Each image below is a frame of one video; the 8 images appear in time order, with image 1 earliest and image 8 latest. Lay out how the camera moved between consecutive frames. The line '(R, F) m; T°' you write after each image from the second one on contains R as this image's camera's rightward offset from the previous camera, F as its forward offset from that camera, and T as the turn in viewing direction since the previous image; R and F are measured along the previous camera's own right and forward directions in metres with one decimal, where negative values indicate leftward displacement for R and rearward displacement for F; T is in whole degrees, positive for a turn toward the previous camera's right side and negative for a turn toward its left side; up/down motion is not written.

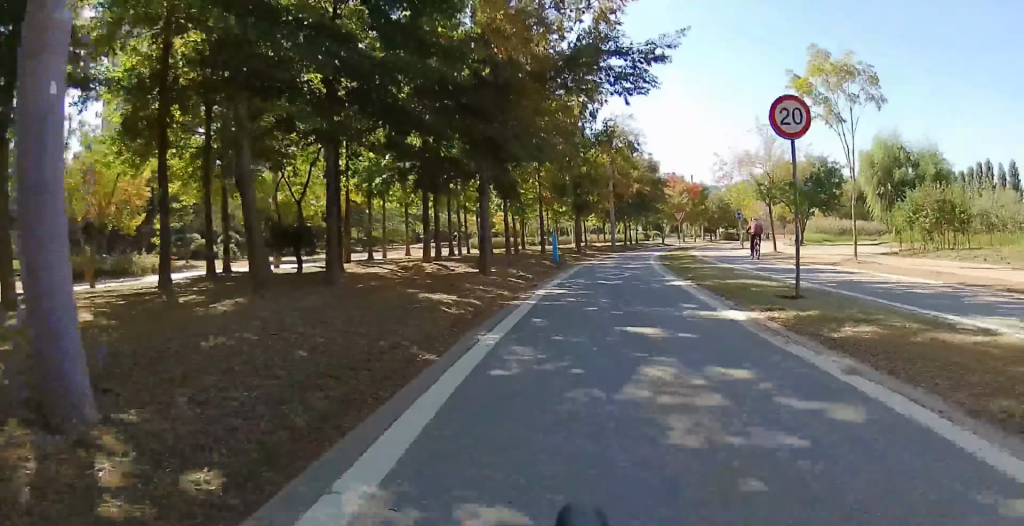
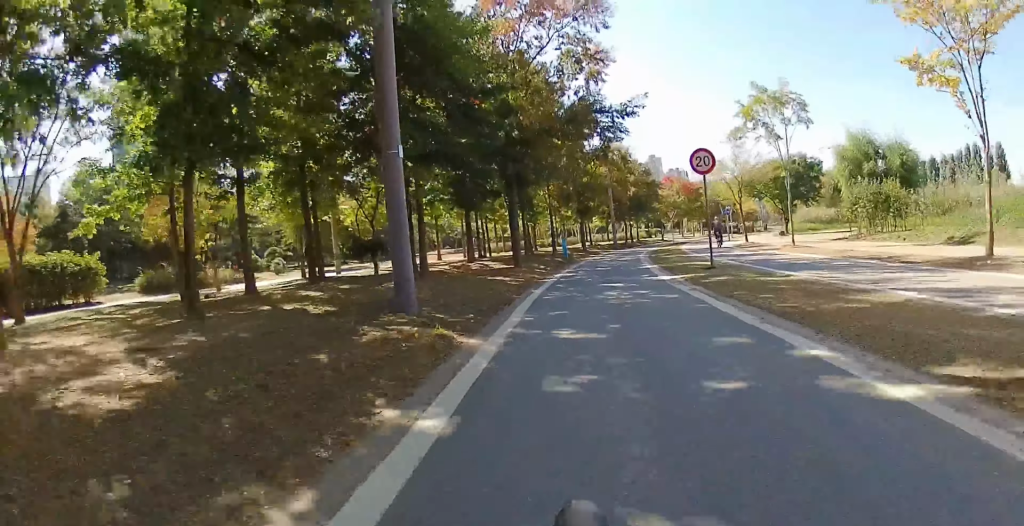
(-0.3, +5.3) m; -2°
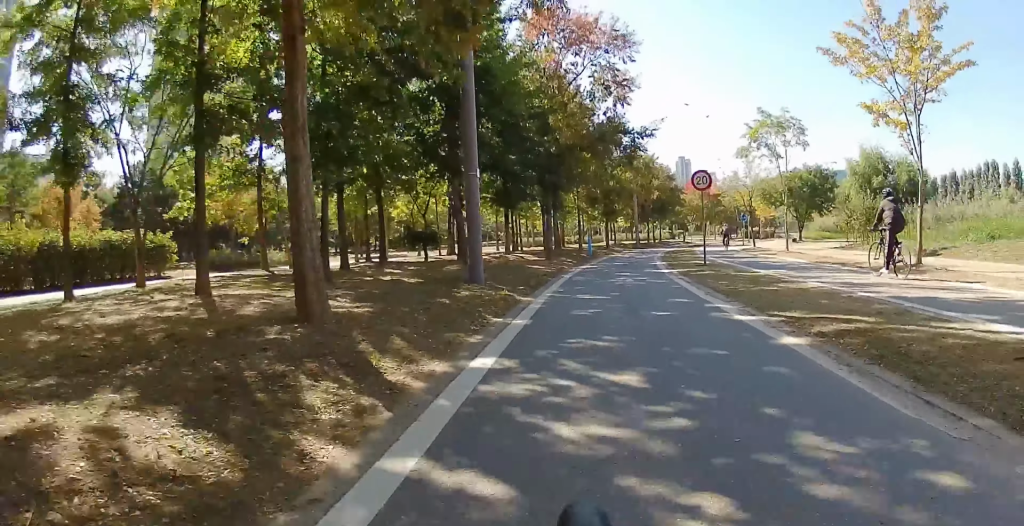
(0.0, +3.3) m; 0°
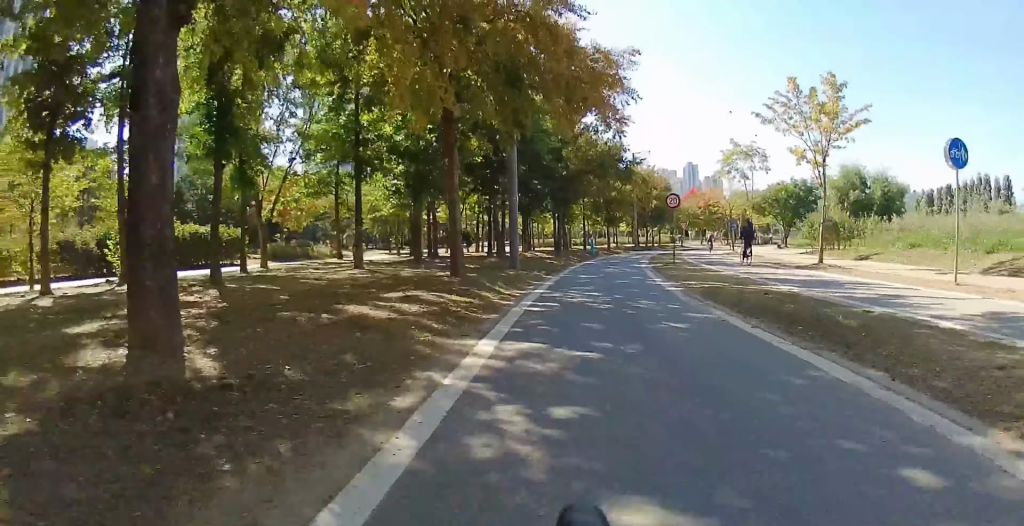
(+0.1, +5.8) m; 0°
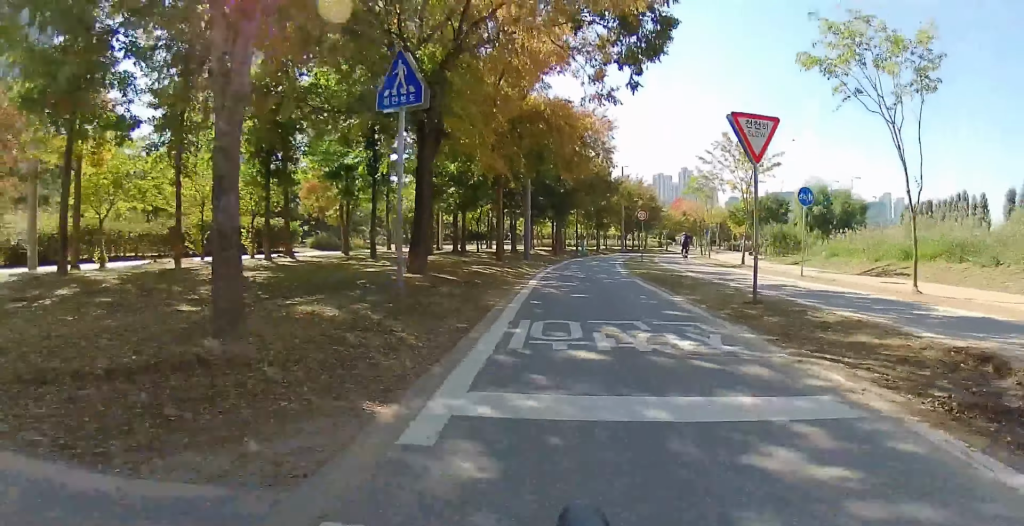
(-0.1, +7.6) m; 0°
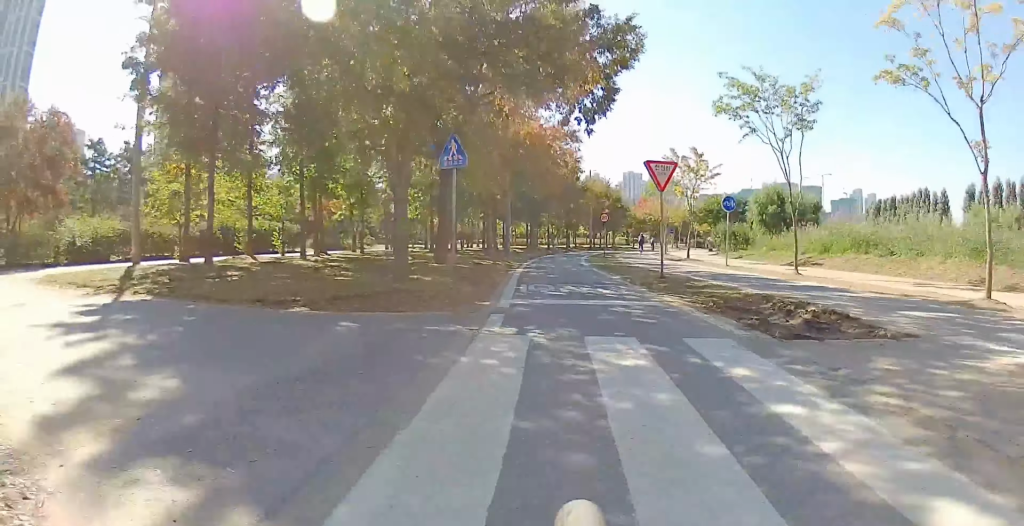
(+0.1, +5.1) m; +2°
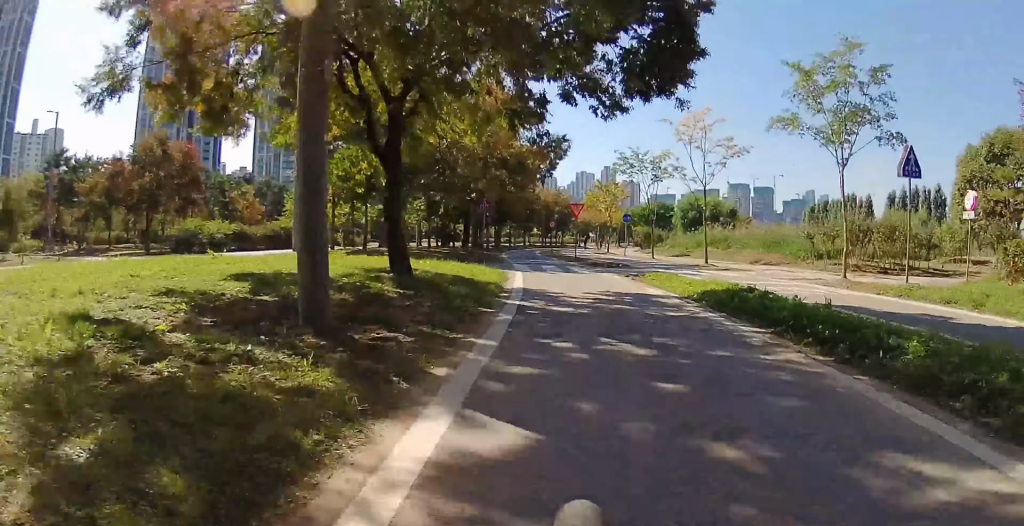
(+0.6, +15.4) m; +4°
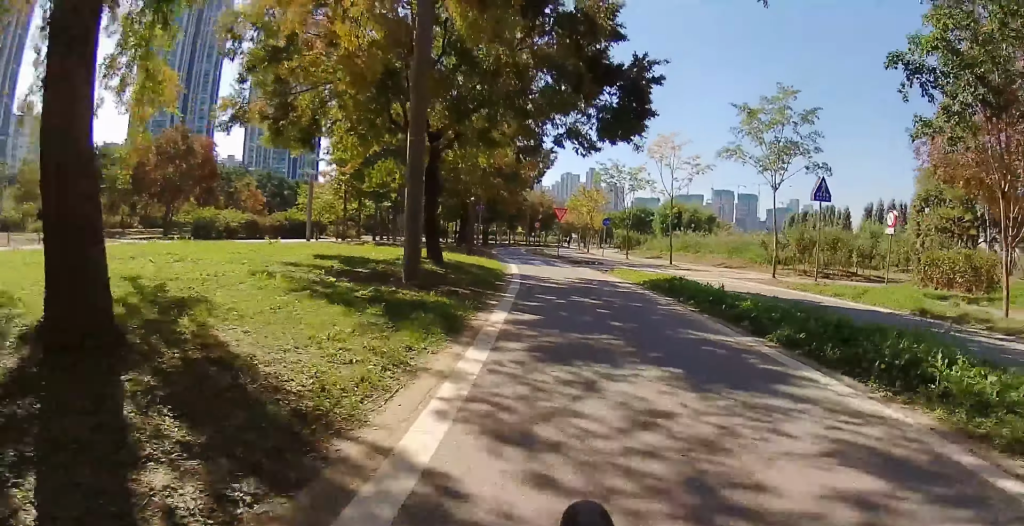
(0.0, +4.0) m; +1°
